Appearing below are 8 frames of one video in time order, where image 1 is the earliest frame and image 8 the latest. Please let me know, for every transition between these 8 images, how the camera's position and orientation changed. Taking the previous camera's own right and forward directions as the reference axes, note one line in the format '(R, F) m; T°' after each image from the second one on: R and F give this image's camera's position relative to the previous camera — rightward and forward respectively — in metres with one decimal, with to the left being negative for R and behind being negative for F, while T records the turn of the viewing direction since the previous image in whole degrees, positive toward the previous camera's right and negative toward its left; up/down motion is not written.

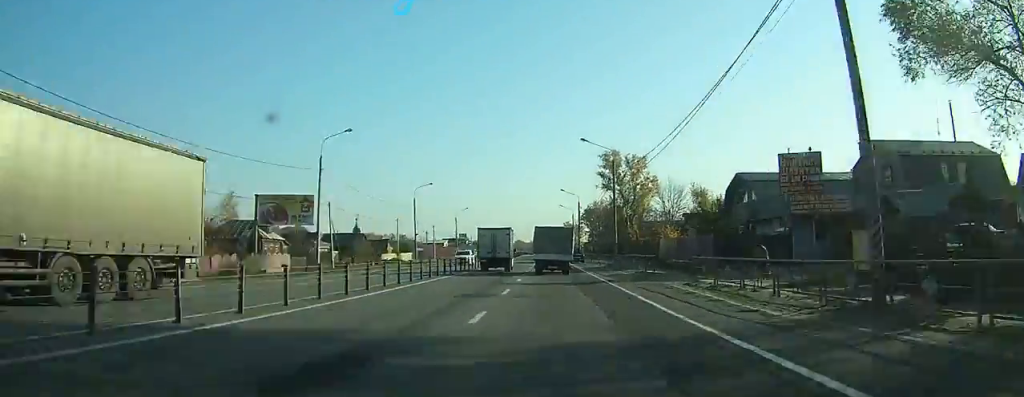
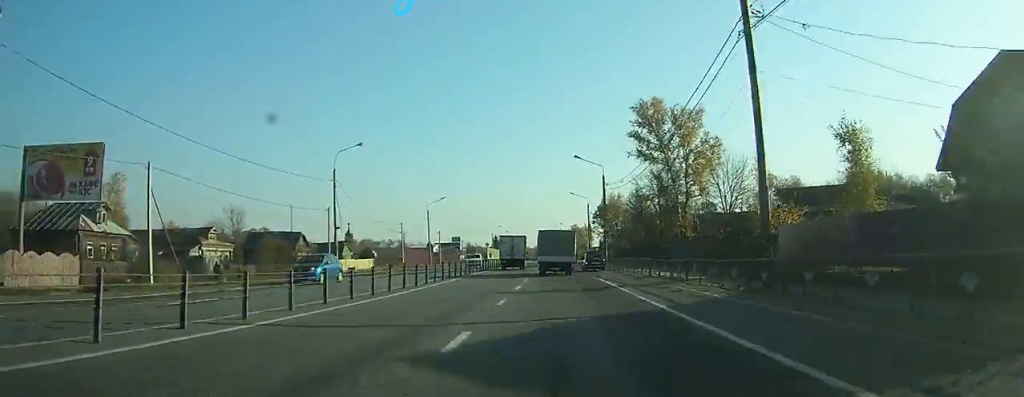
(+0.4, +32.6) m; +1°
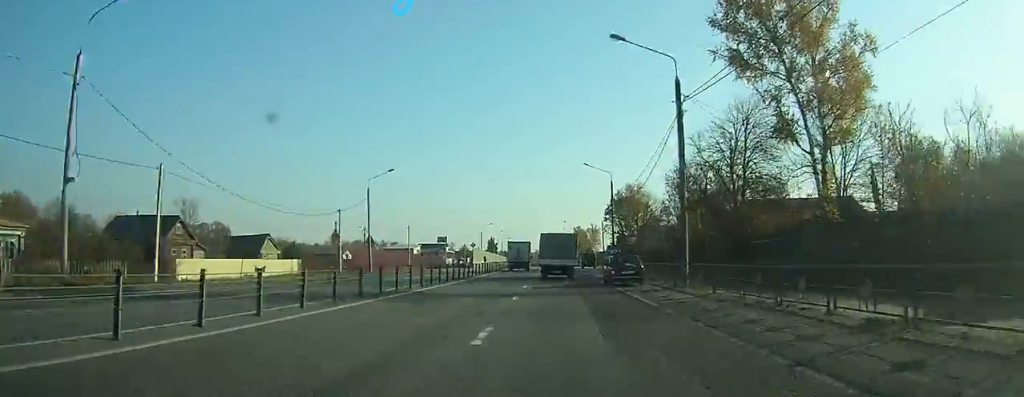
(+0.1, +29.7) m; 0°
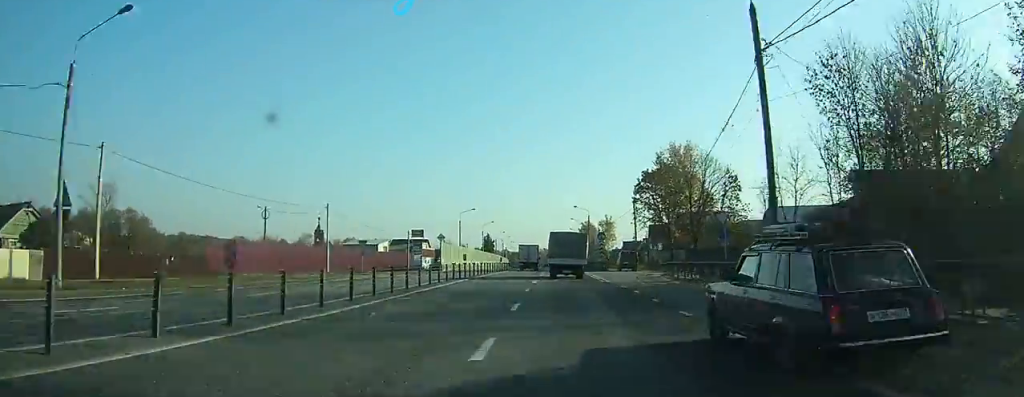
(-0.1, +39.0) m; 0°
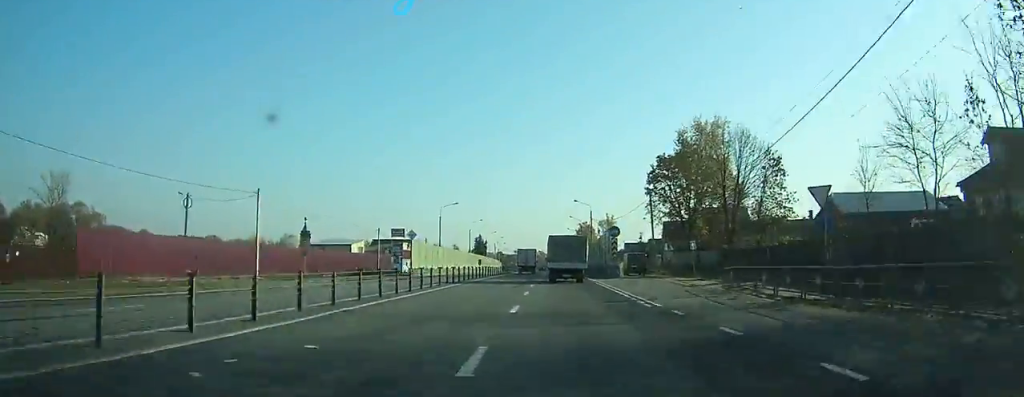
(0.0, +14.9) m; 0°
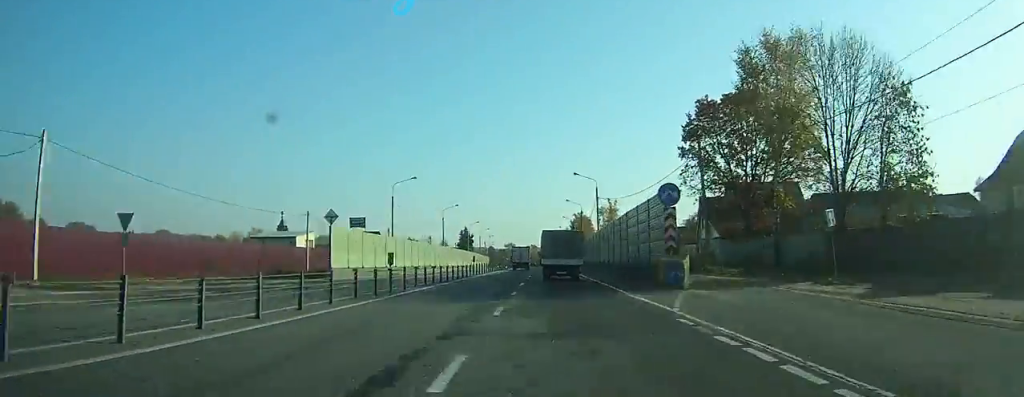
(+0.1, +23.0) m; 0°
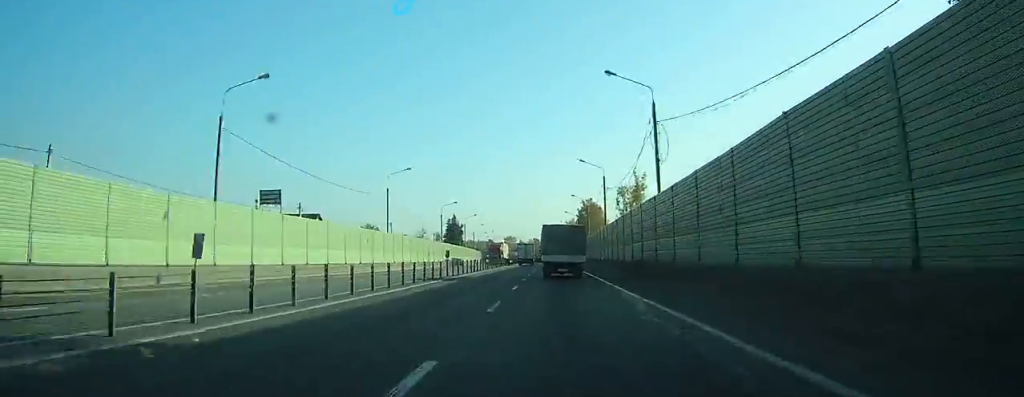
(-0.1, +36.3) m; 0°
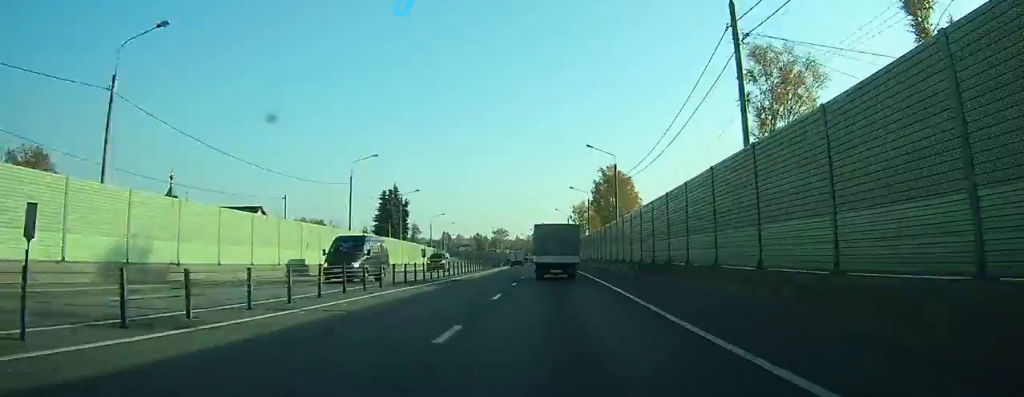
(-0.2, +81.0) m; 0°
